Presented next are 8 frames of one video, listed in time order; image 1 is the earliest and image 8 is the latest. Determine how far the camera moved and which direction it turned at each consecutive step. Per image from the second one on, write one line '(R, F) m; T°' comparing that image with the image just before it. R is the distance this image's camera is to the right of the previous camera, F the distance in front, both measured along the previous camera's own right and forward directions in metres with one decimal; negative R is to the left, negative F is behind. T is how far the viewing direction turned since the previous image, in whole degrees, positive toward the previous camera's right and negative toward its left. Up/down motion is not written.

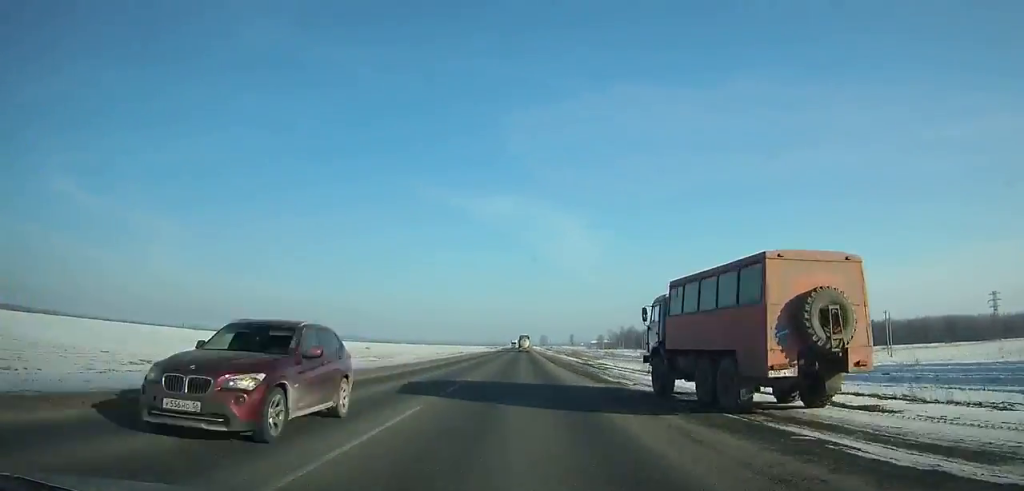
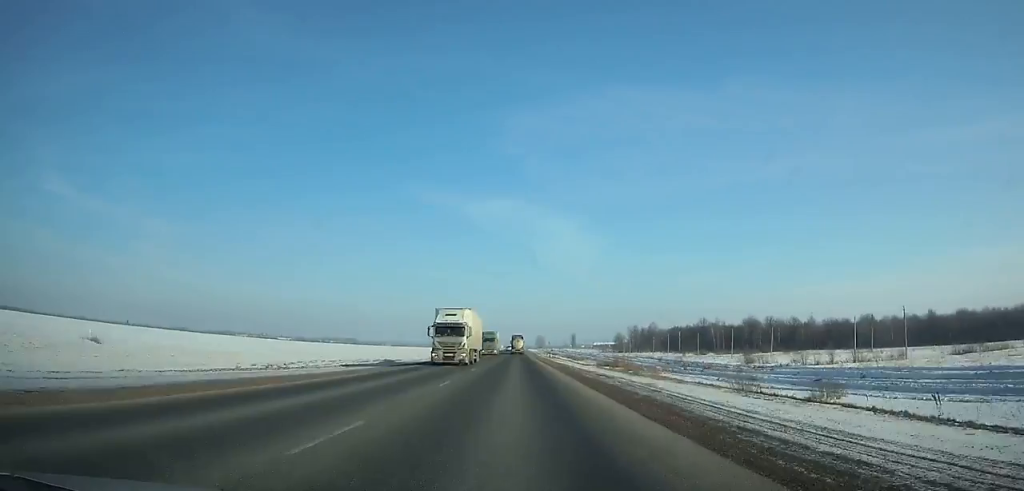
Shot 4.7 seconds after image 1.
(+0.3, +123.1) m; 0°
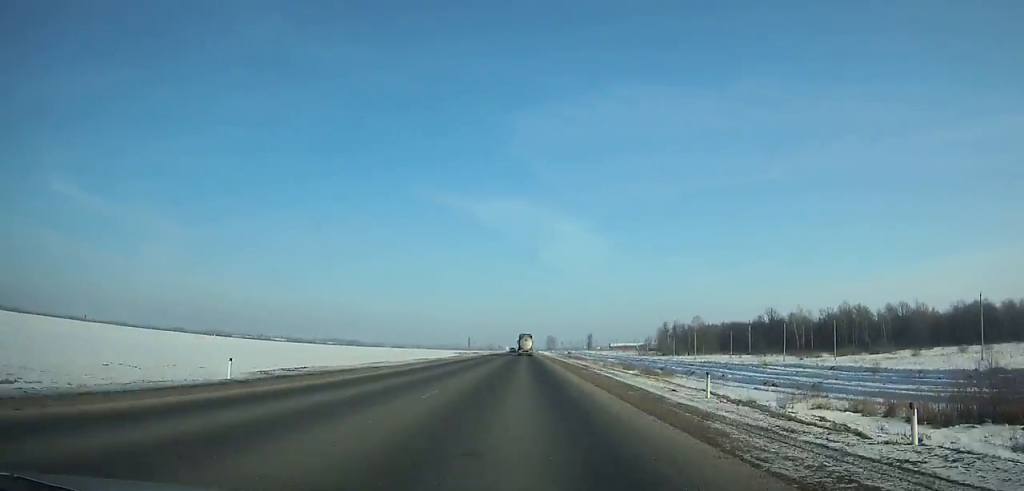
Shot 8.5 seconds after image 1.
(-0.2, +101.3) m; 0°
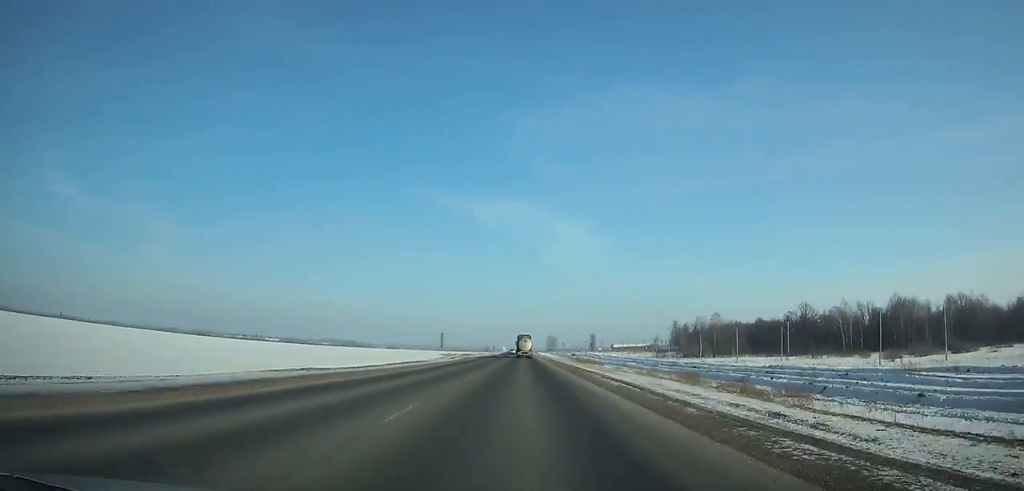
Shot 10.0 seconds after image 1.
(0.0, +40.4) m; 0°
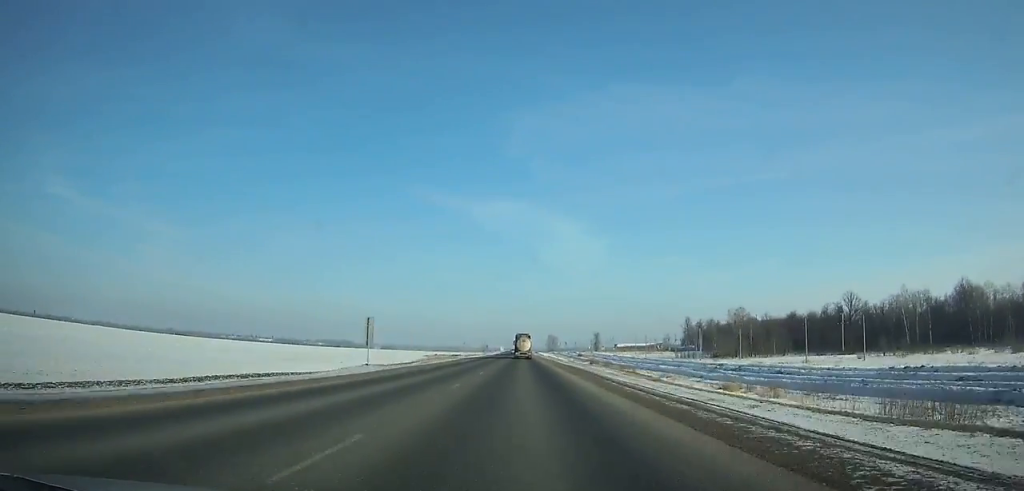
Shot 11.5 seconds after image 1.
(+0.1, +40.6) m; 0°
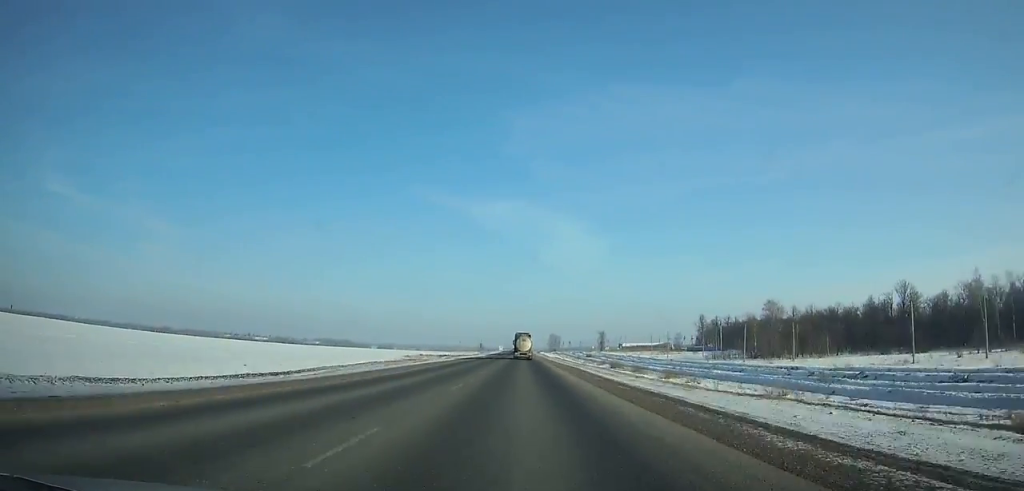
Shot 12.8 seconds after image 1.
(-0.1, +35.1) m; 0°
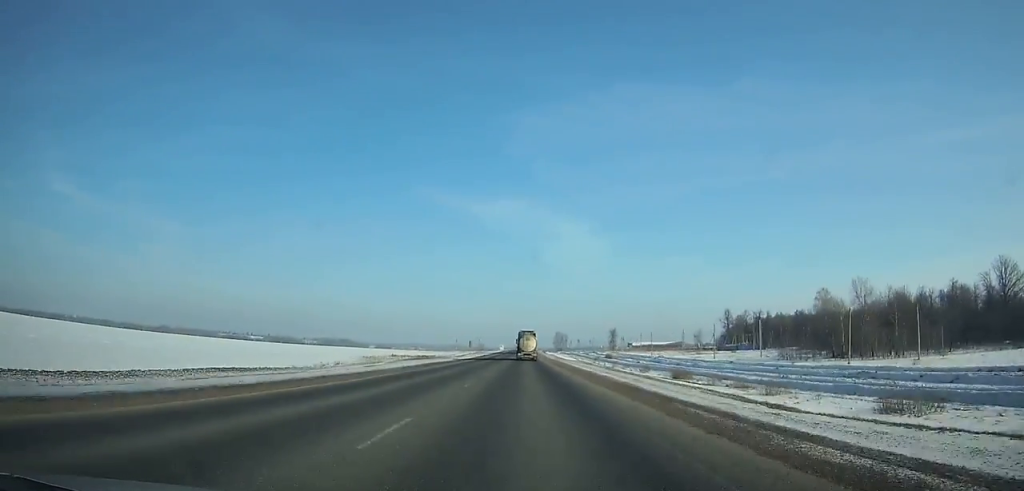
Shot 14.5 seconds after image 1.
(-0.2, +46.1) m; 0°
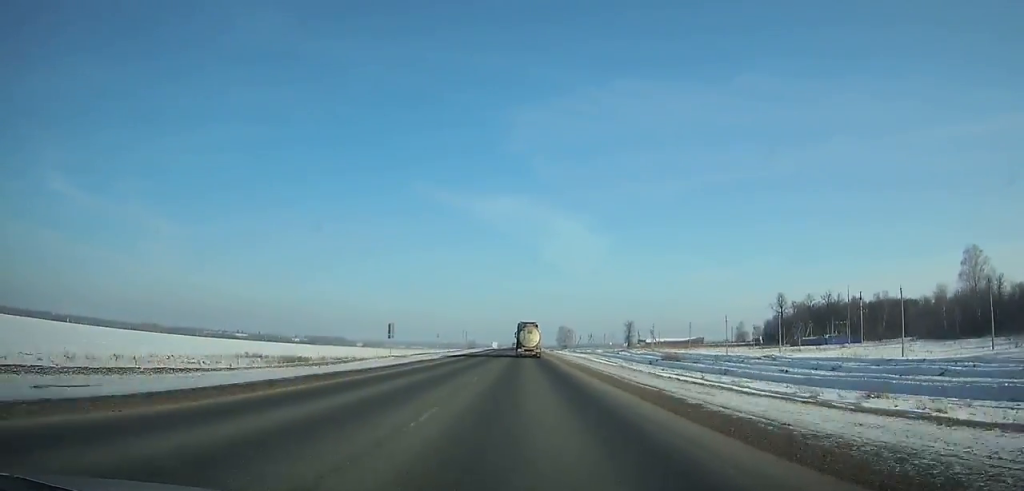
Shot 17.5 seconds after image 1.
(+0.1, +79.8) m; 0°
